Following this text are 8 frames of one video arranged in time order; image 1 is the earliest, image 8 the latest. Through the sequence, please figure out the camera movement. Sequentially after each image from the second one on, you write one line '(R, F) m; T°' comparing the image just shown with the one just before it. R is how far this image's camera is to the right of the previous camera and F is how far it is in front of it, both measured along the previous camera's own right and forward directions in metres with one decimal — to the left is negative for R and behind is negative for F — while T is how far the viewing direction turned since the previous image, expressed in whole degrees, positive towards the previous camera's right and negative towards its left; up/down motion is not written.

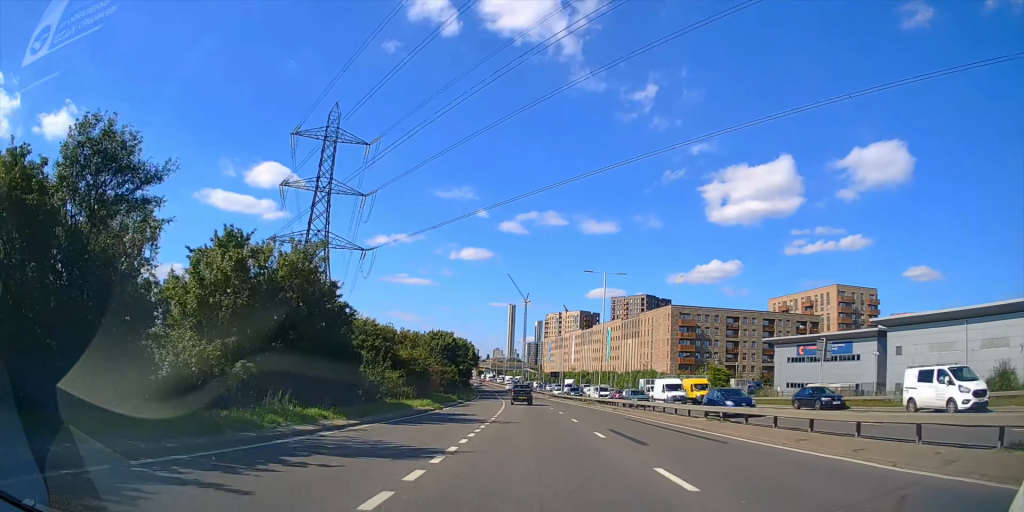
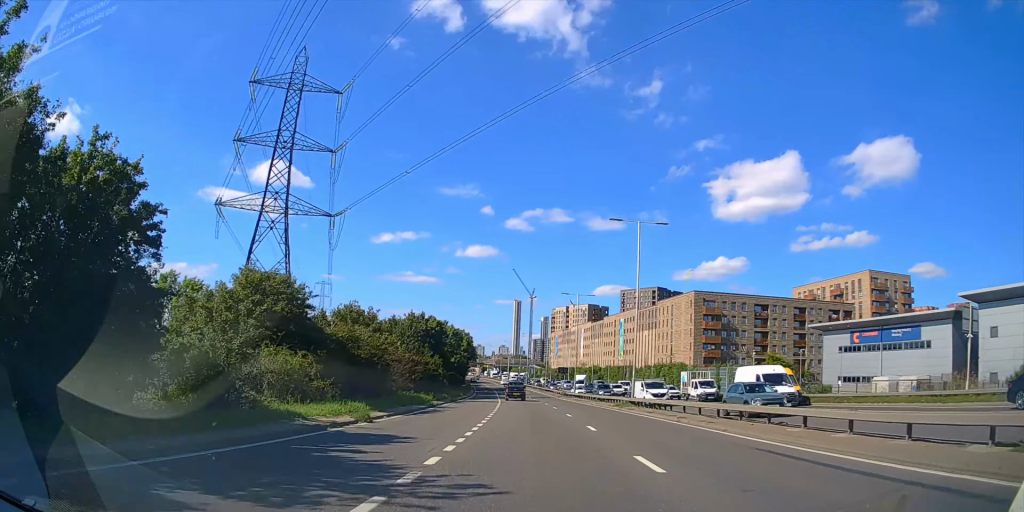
(0.0, +15.9) m; 0°
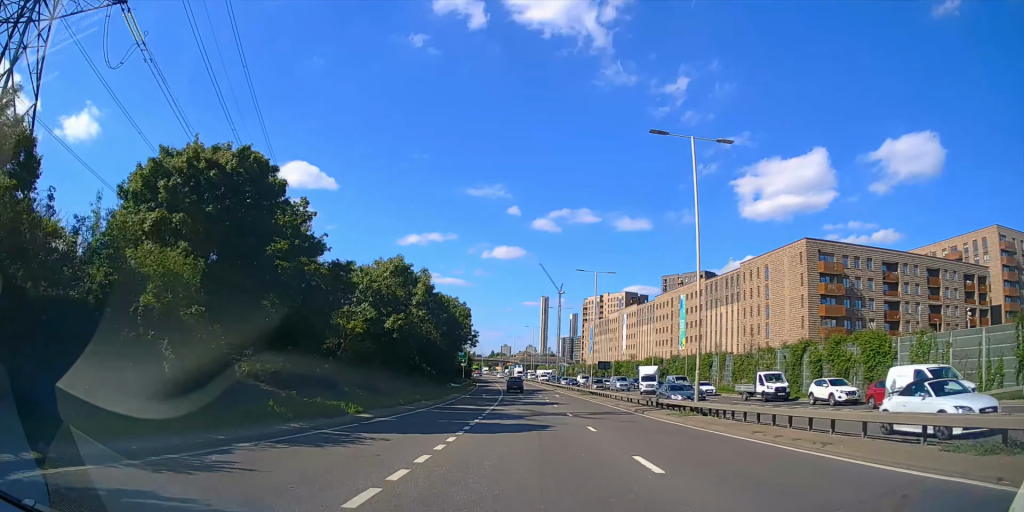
(-0.9, +46.3) m; -2°
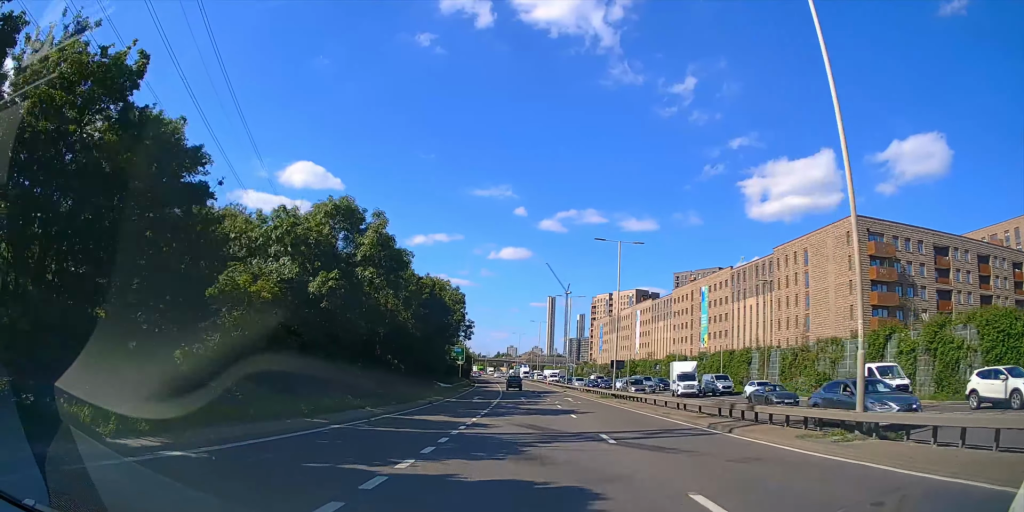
(-0.1, +13.0) m; -1°
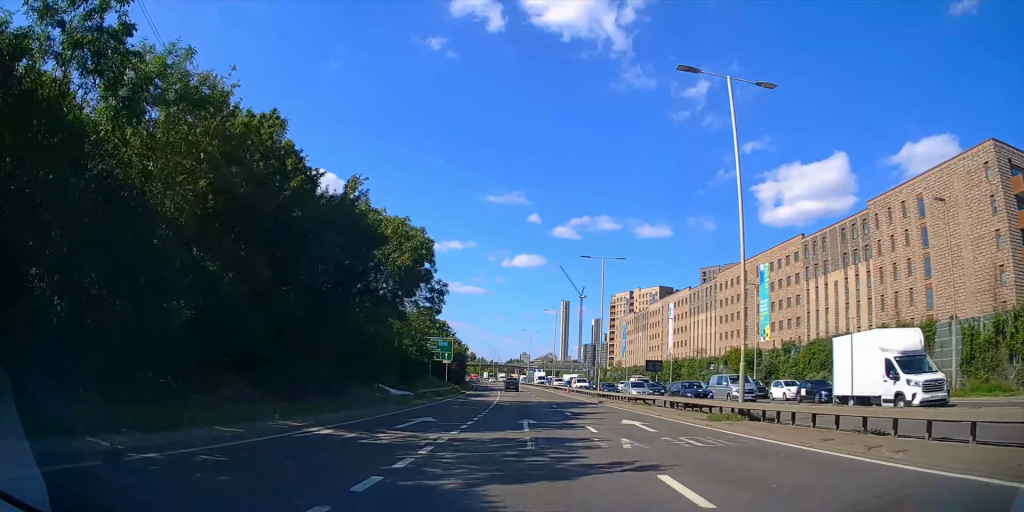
(-0.3, +26.9) m; -1°
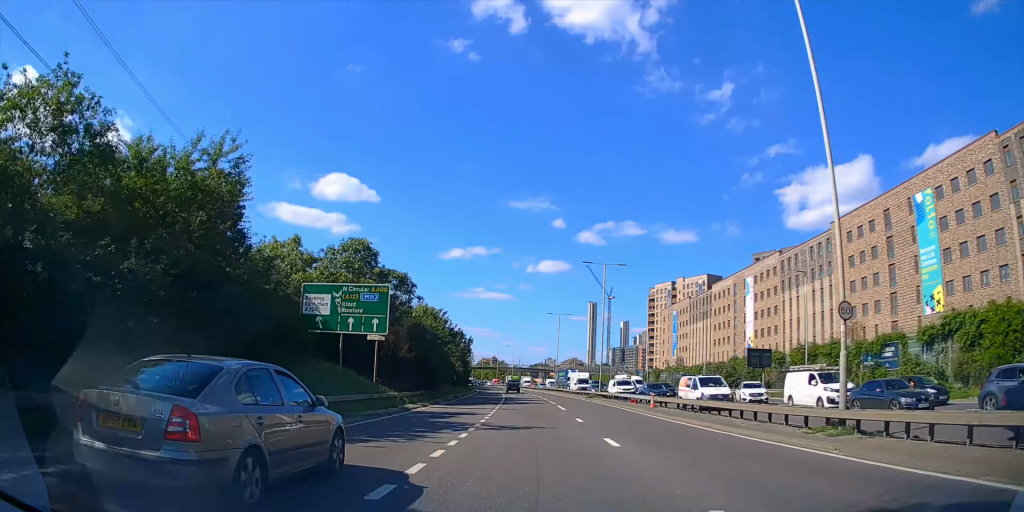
(-0.8, +39.1) m; -2°
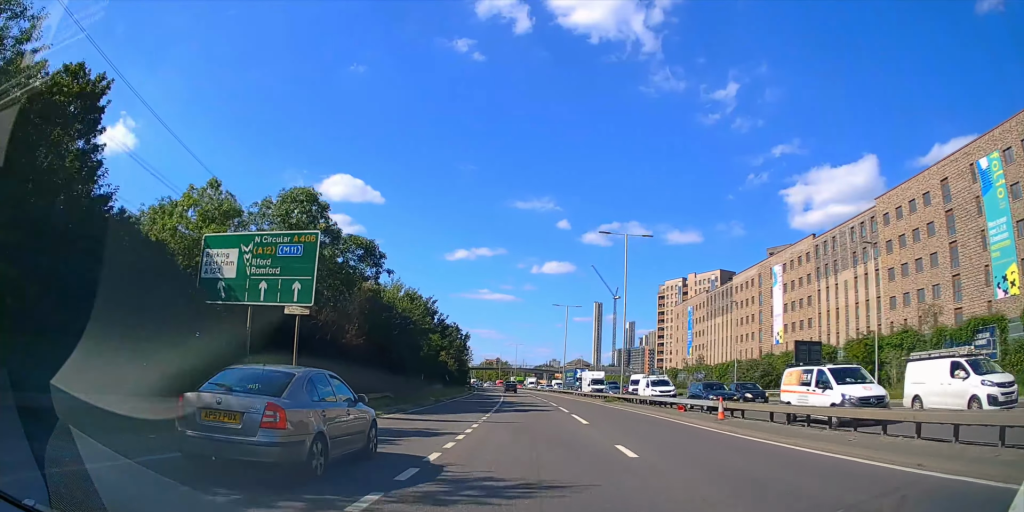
(-0.1, +11.1) m; -1°
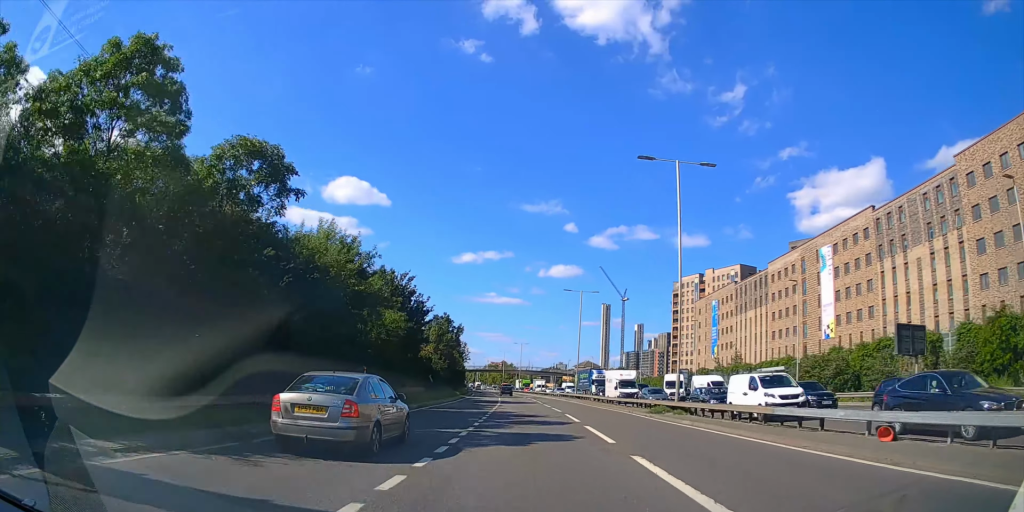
(-0.2, +15.5) m; -1°
